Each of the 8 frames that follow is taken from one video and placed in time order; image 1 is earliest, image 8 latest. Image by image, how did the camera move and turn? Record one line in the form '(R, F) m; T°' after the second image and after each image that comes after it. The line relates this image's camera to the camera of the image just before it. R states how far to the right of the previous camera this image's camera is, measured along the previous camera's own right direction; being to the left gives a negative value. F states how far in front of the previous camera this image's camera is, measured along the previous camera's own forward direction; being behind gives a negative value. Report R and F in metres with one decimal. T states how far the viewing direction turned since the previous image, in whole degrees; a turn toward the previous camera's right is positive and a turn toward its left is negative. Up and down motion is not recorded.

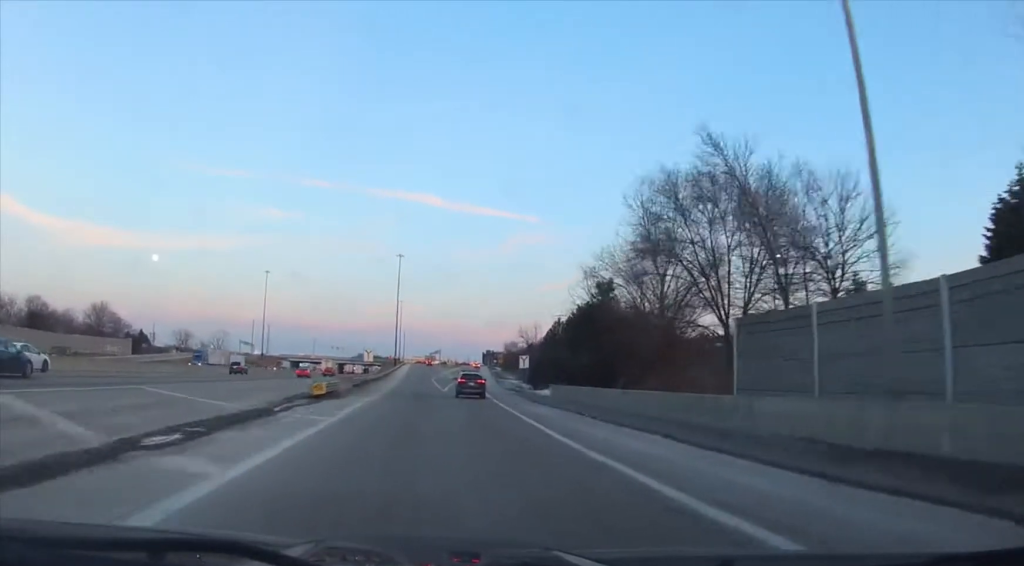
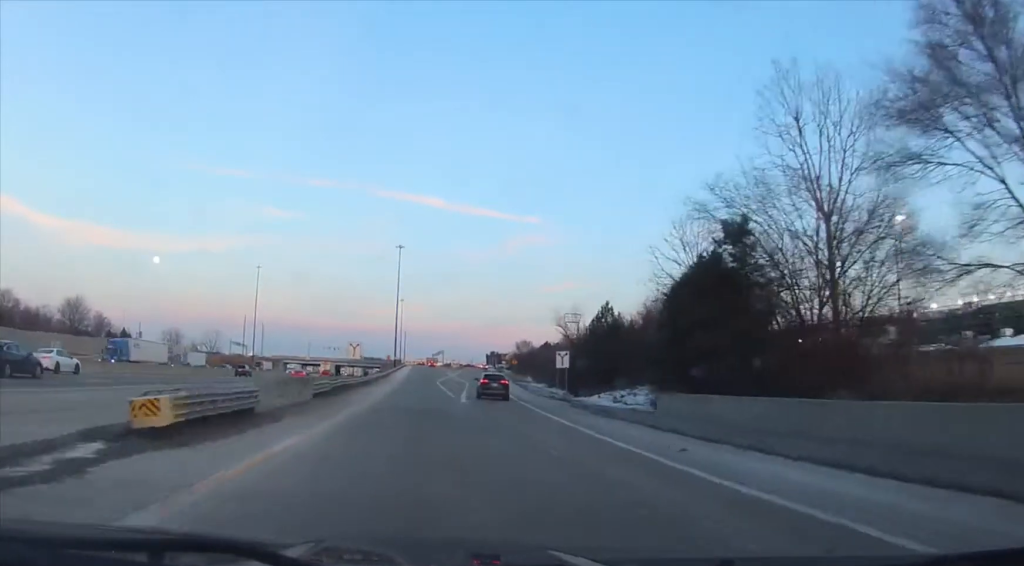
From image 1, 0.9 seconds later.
(+0.1, +20.8) m; 0°
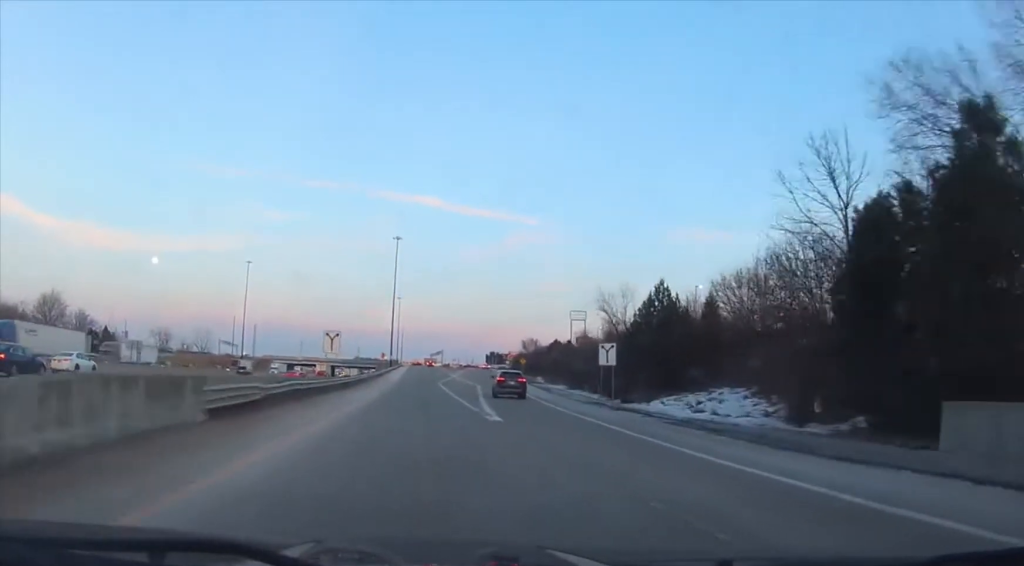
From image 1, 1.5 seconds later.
(0.0, +15.1) m; 0°
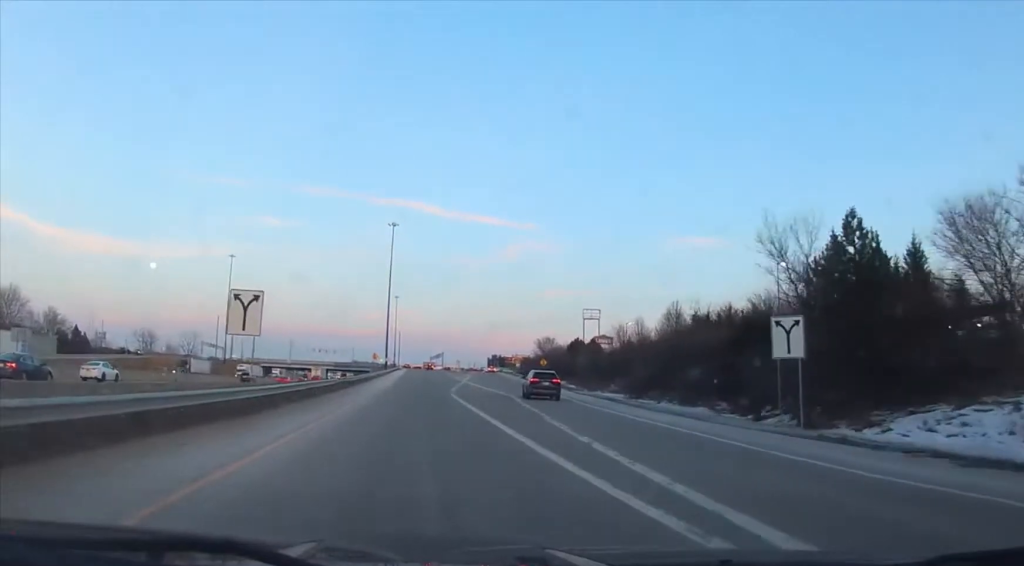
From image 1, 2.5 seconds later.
(0.0, +23.9) m; 0°
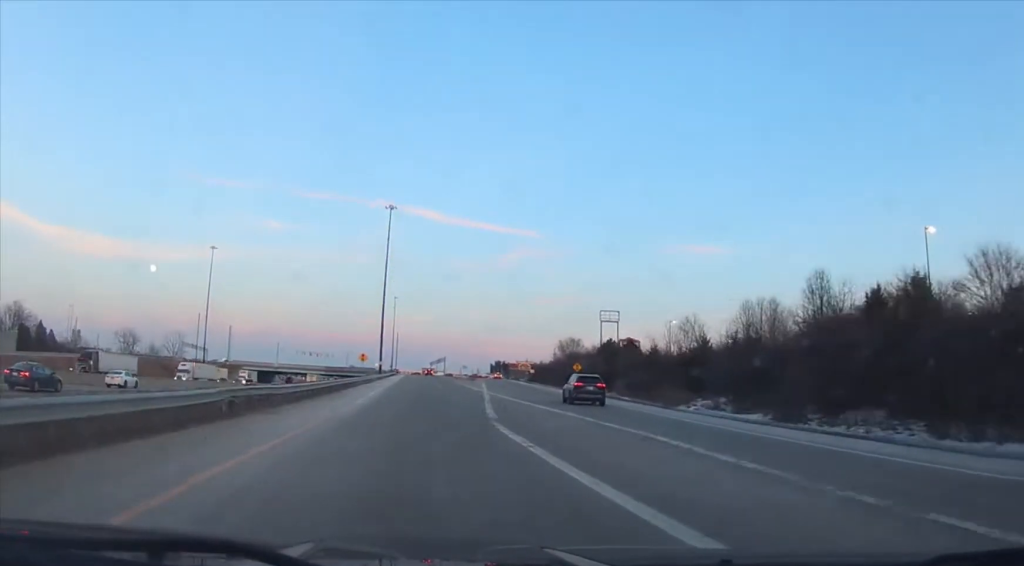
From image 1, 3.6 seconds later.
(0.0, +25.1) m; -2°
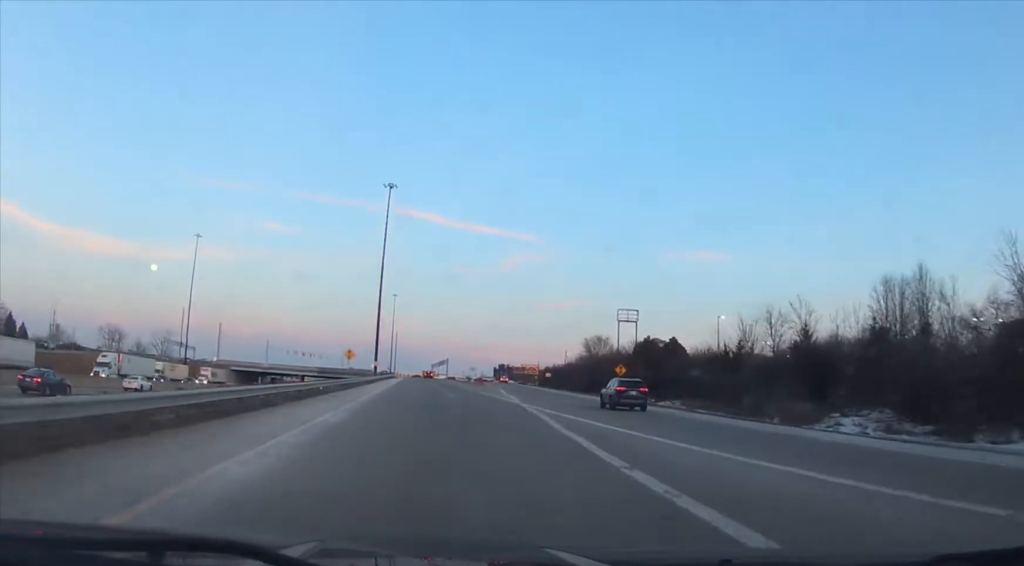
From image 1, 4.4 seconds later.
(-0.4, +18.9) m; -2°
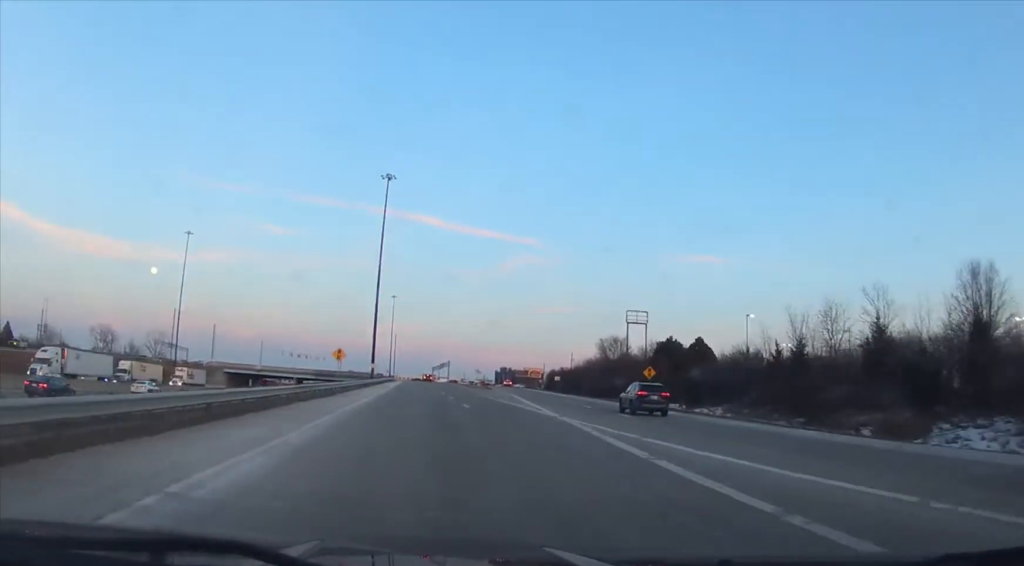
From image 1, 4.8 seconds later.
(-0.2, +9.0) m; -1°
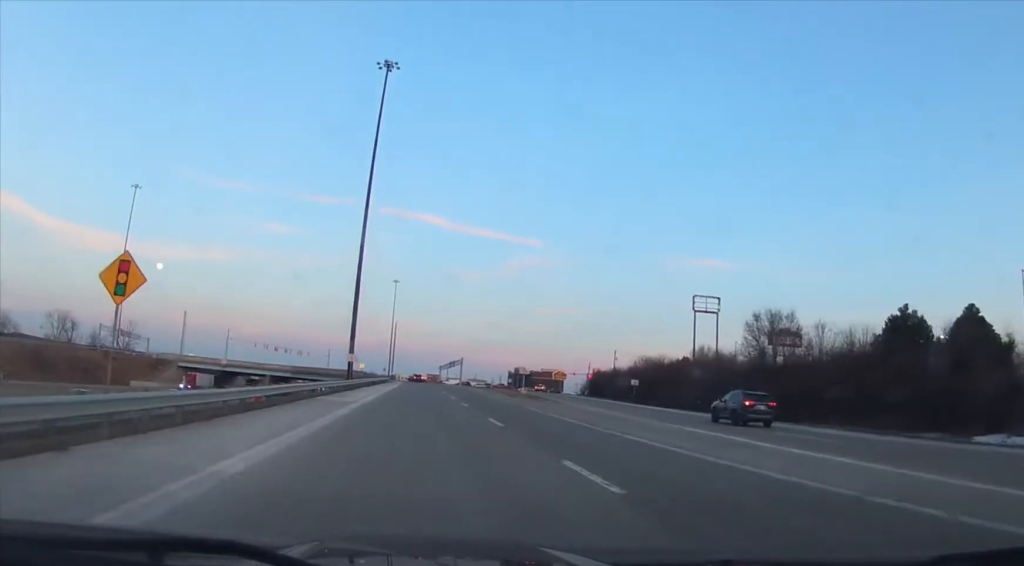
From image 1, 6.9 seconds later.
(+1.1, +48.4) m; +2°
